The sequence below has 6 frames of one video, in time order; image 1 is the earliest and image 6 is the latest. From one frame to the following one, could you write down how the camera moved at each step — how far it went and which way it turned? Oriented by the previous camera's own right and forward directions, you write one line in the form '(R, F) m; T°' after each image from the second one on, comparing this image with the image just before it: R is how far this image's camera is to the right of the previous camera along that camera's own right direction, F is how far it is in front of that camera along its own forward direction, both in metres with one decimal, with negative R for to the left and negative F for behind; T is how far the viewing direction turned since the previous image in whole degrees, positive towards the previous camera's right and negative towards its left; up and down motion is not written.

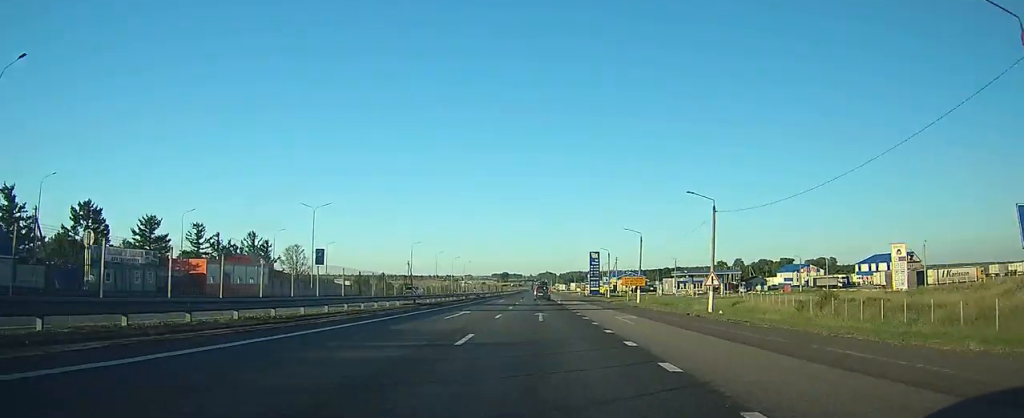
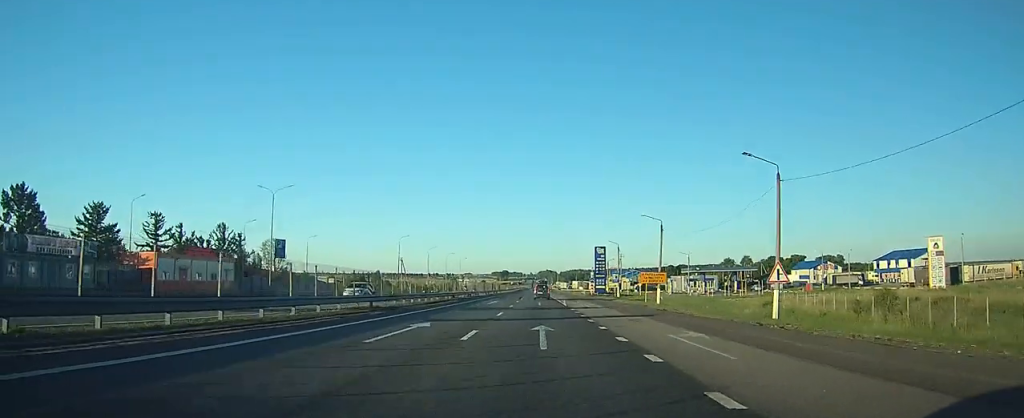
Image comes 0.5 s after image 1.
(0.0, +10.8) m; 0°
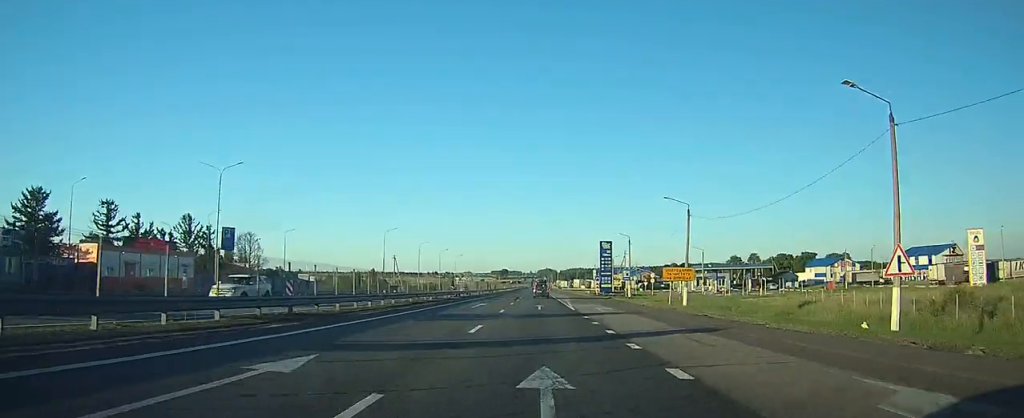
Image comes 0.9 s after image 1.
(0.0, +10.0) m; 0°
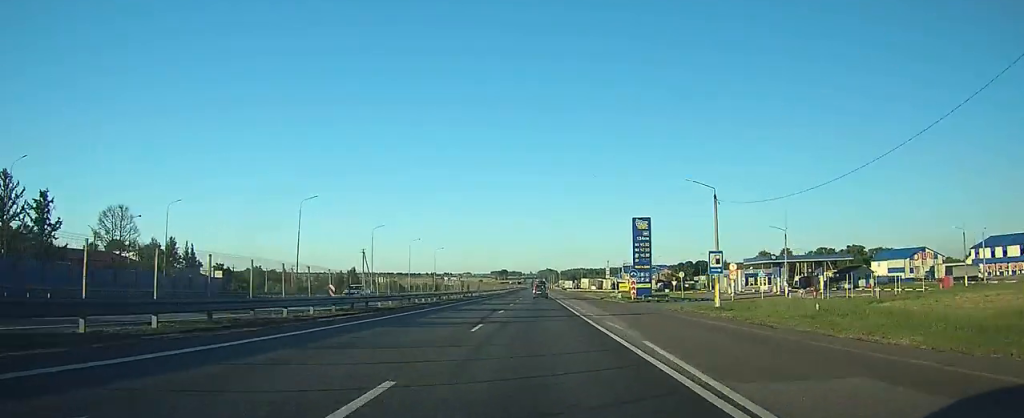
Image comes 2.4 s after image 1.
(0.0, +35.0) m; 0°
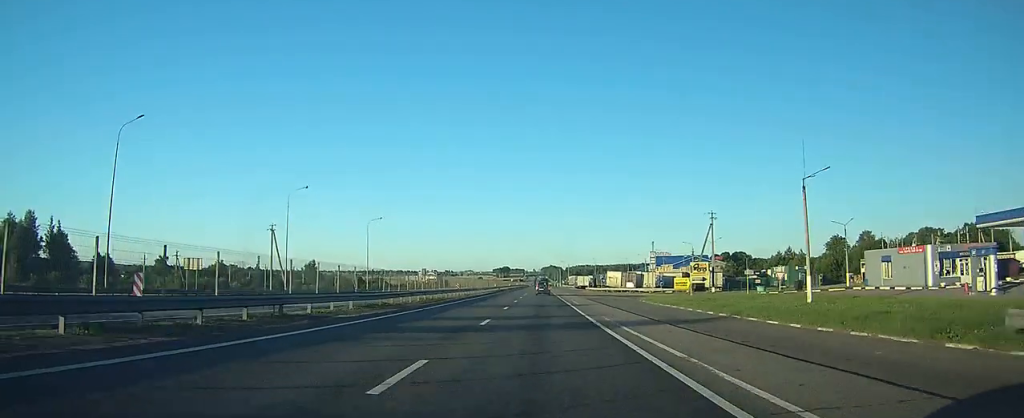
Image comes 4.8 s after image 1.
(-0.1, +57.6) m; -1°
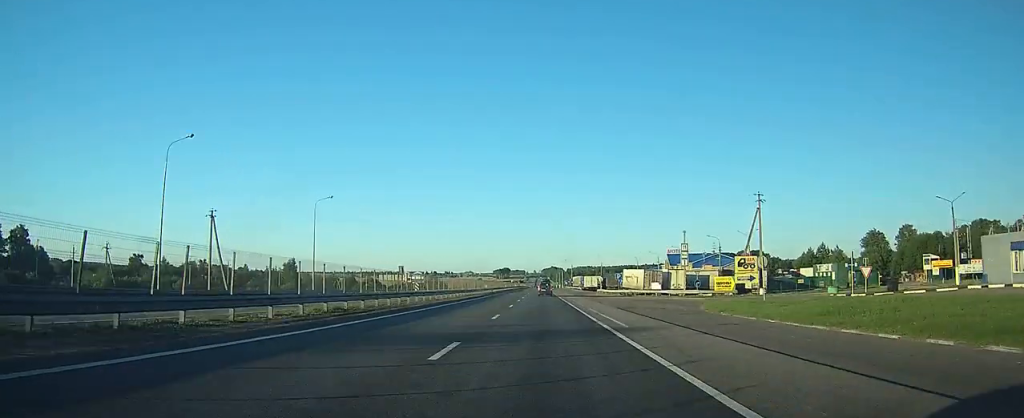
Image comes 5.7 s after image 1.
(-0.1, +20.7) m; 0°
